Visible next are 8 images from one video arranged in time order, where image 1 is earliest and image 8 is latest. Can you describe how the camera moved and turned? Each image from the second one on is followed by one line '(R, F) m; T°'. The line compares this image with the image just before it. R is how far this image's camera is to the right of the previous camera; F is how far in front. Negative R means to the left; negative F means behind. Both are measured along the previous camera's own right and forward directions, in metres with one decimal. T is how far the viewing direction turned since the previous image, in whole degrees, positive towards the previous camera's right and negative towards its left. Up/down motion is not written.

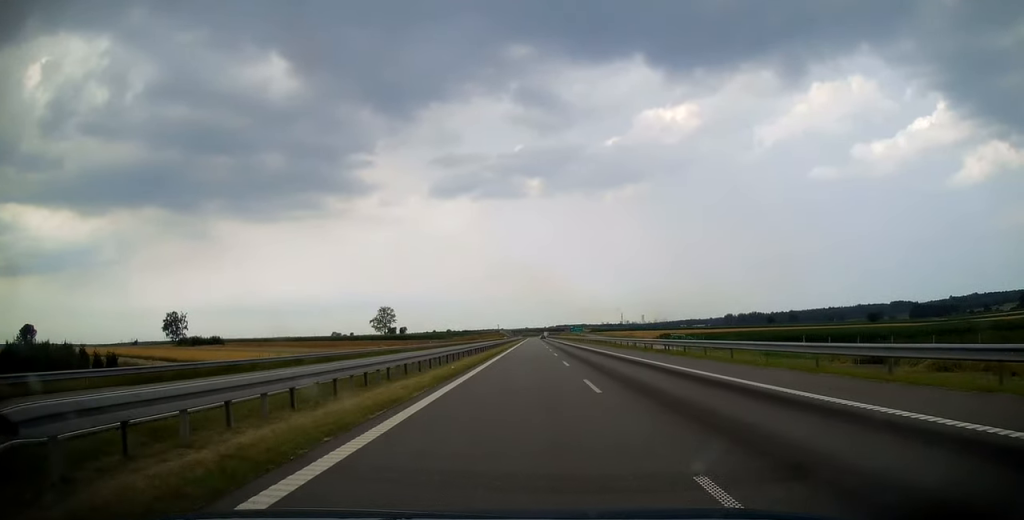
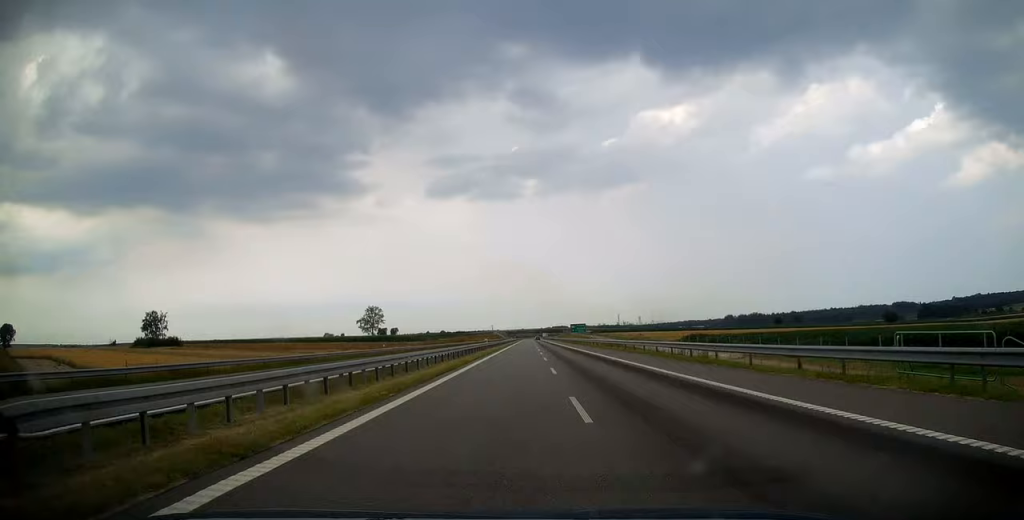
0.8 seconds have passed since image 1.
(0.0, +28.0) m; 0°
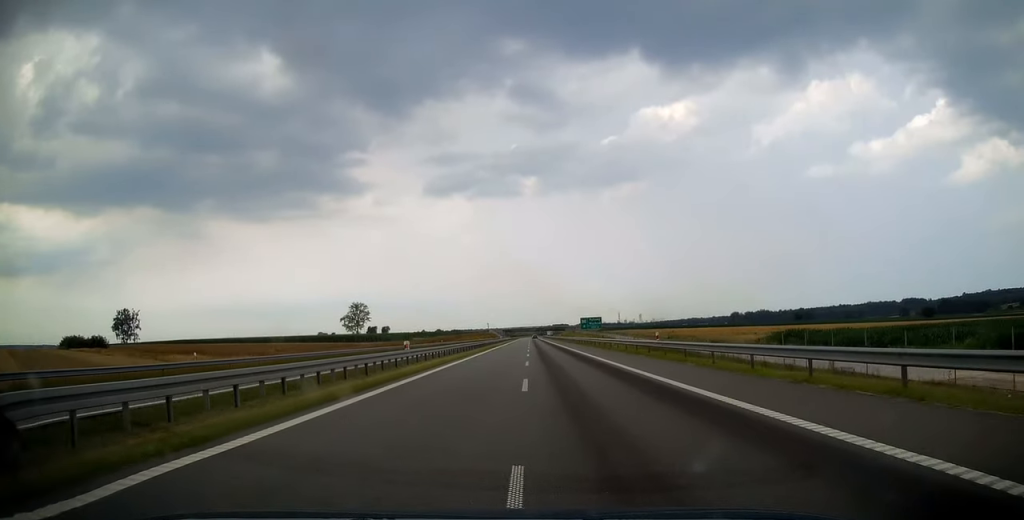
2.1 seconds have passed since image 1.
(+0.3, +42.7) m; +1°
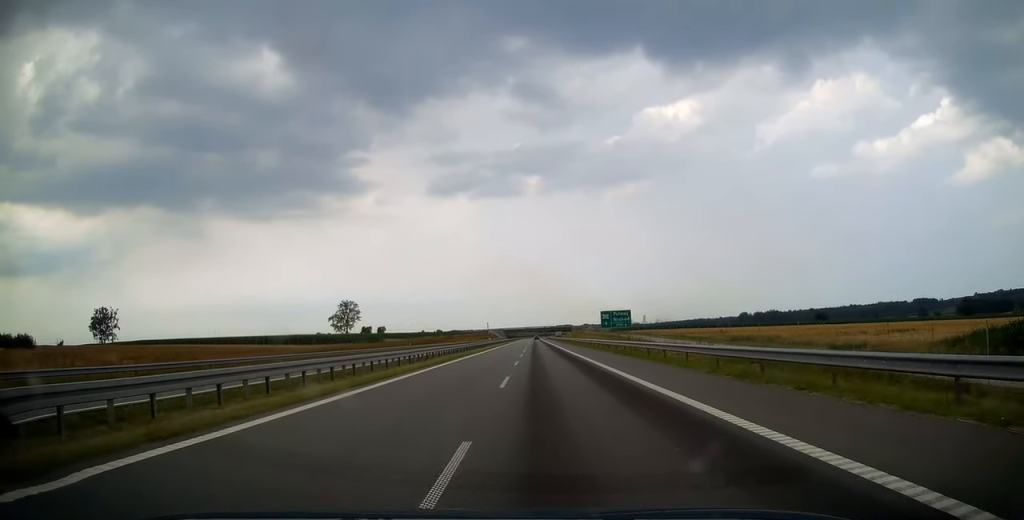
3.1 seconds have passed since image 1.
(+0.1, +34.2) m; 0°
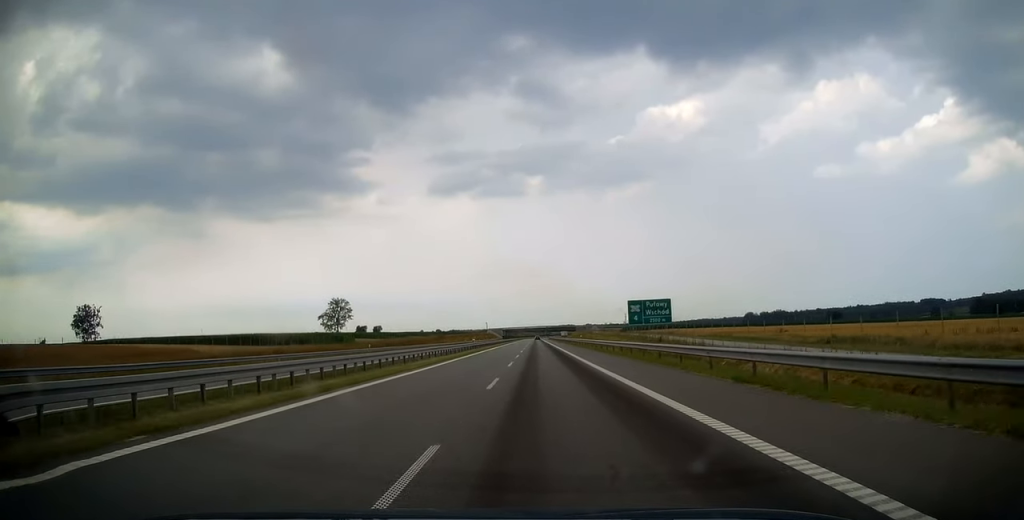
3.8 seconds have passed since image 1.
(-0.2, +24.1) m; -1°
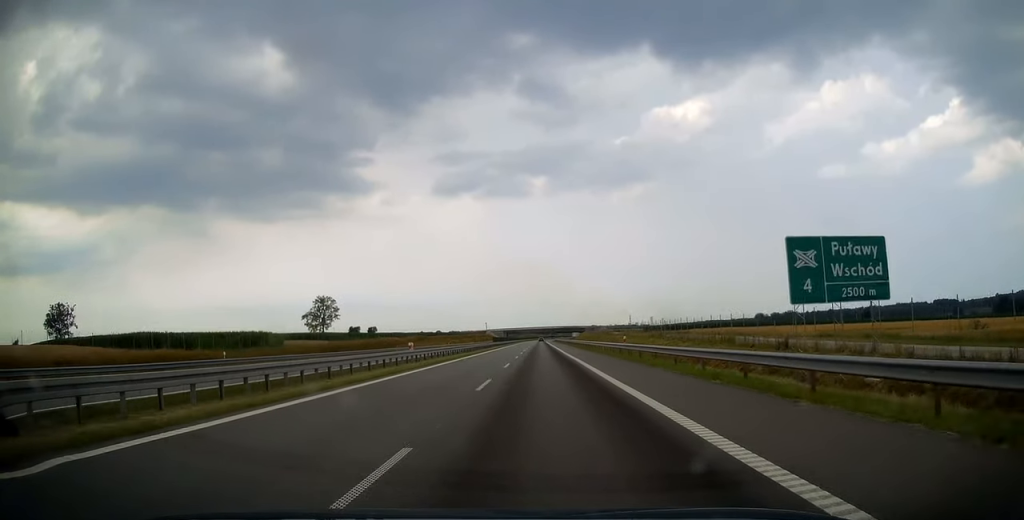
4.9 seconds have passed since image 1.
(0.0, +35.9) m; 0°
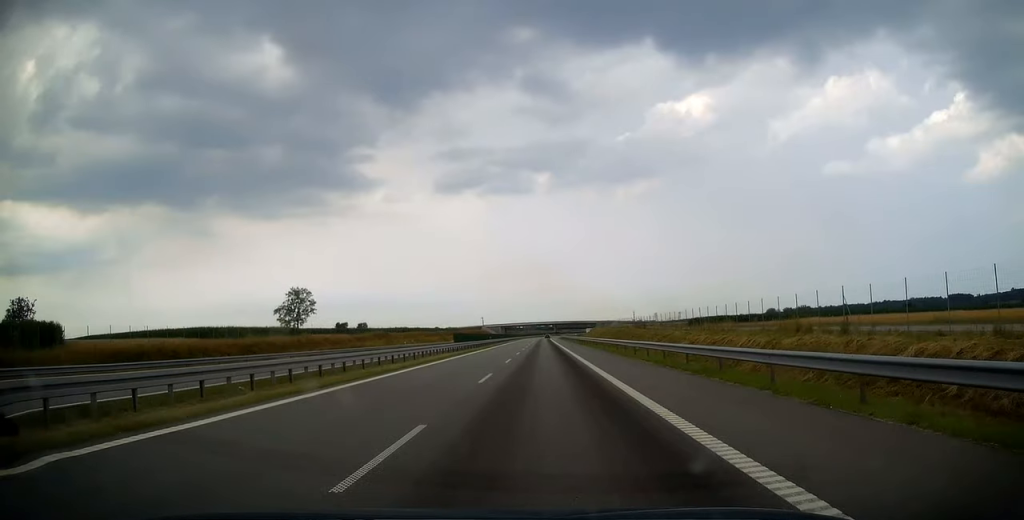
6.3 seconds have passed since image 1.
(0.0, +46.0) m; 0°
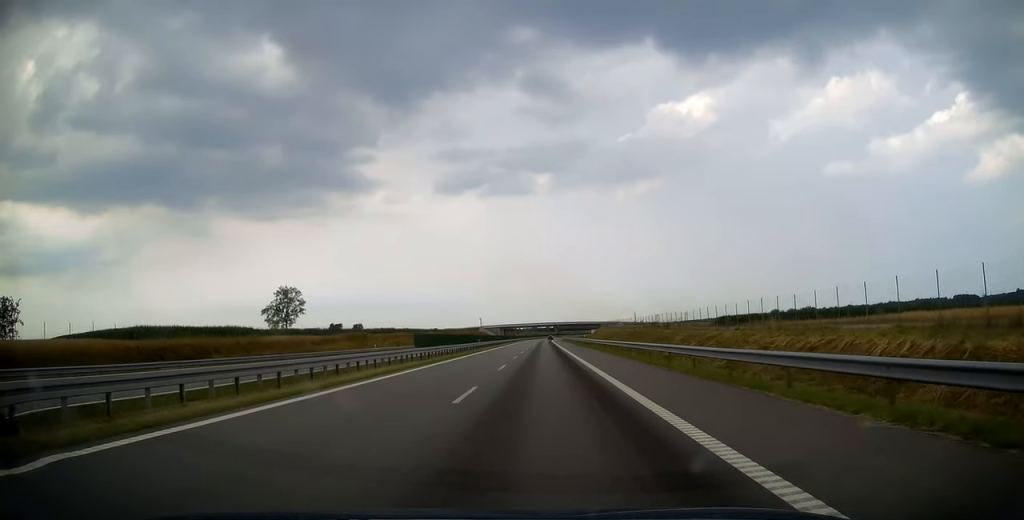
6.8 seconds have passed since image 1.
(0.0, +16.8) m; 0°
